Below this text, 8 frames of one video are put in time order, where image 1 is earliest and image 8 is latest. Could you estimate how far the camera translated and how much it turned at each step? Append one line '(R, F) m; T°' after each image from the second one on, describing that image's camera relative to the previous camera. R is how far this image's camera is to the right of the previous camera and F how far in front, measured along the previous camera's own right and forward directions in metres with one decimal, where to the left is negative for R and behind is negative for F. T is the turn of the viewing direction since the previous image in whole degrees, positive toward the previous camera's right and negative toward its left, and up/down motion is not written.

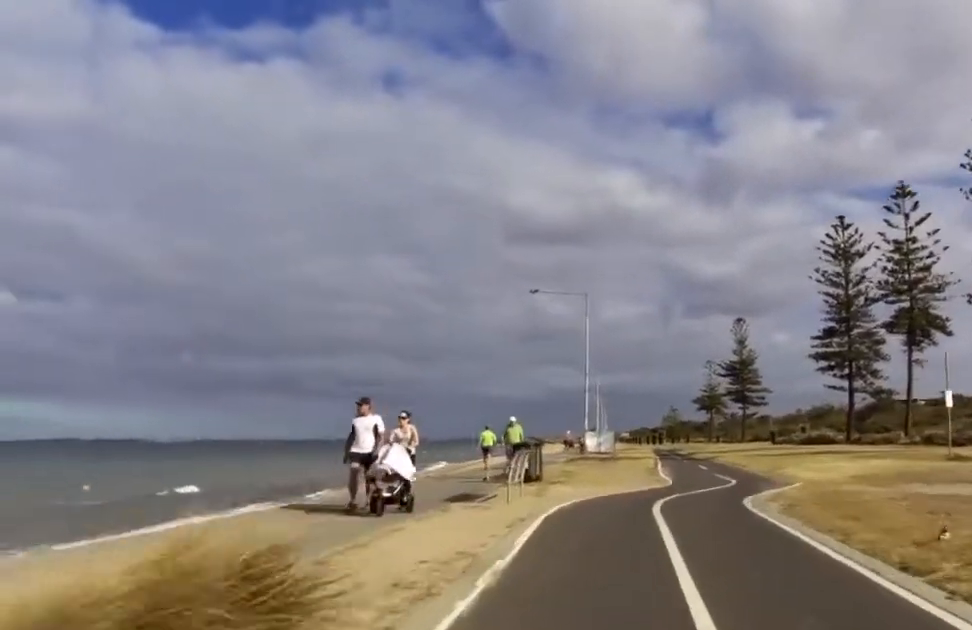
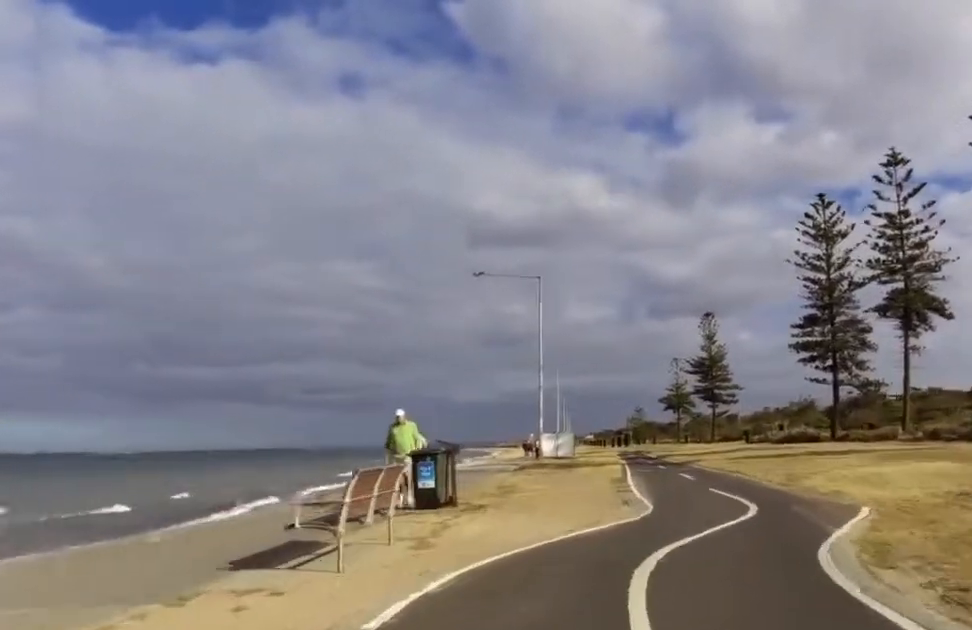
(-0.3, +6.8) m; +2°
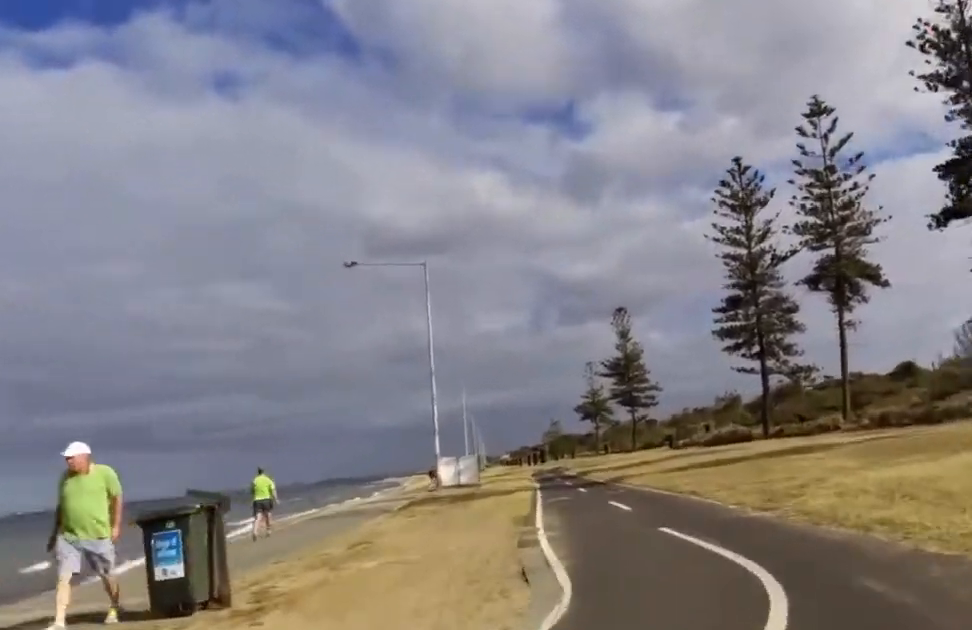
(+0.2, +5.3) m; +3°
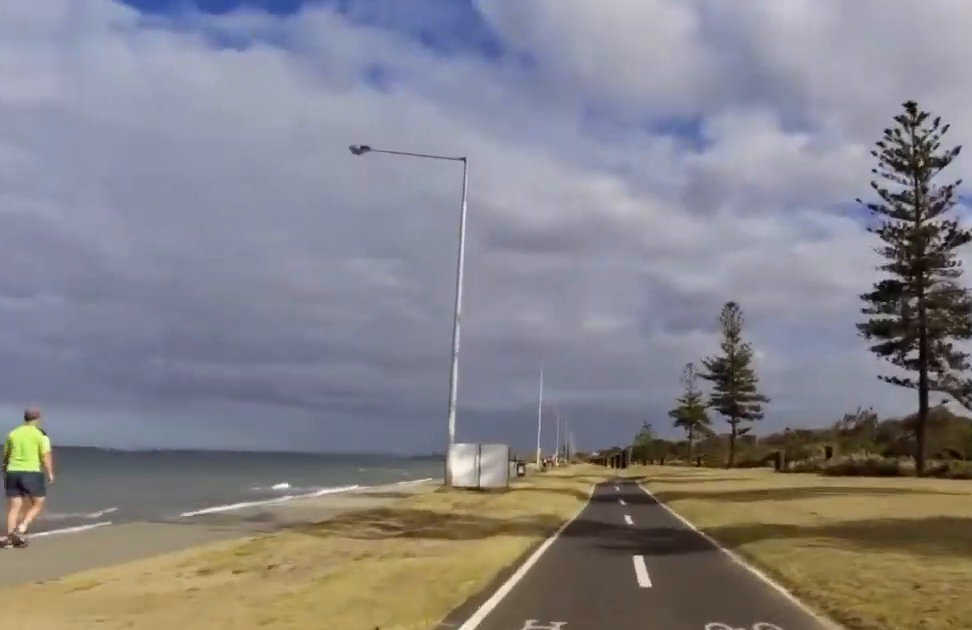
(-0.2, +13.0) m; 0°
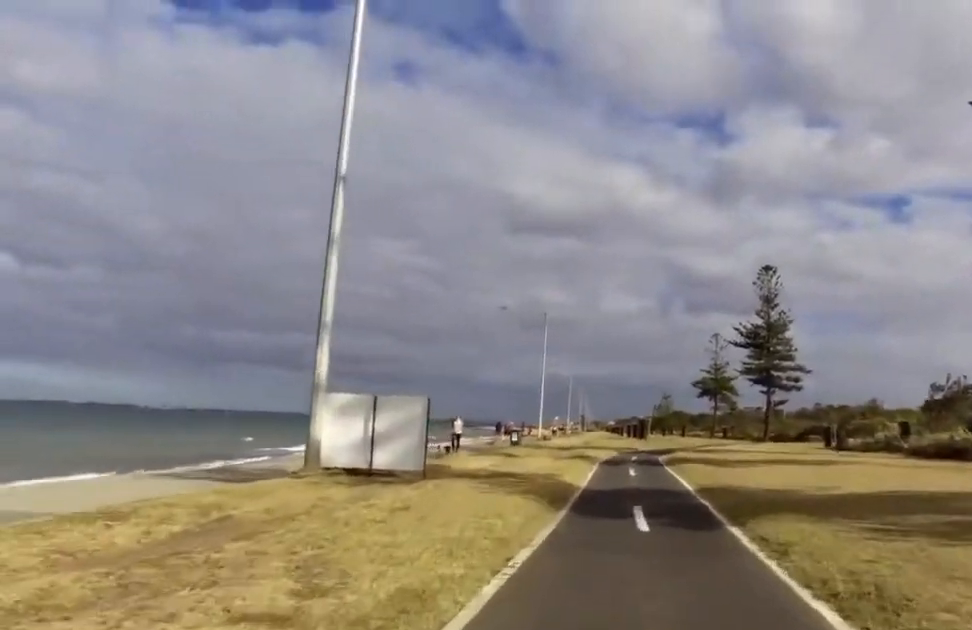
(+0.2, +11.2) m; 0°
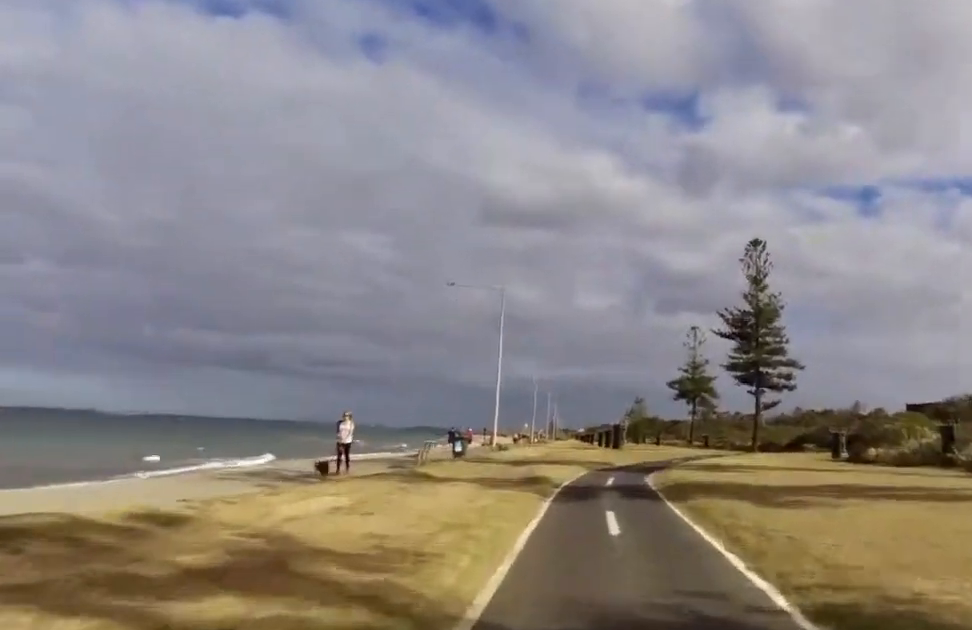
(+0.6, +8.6) m; 0°
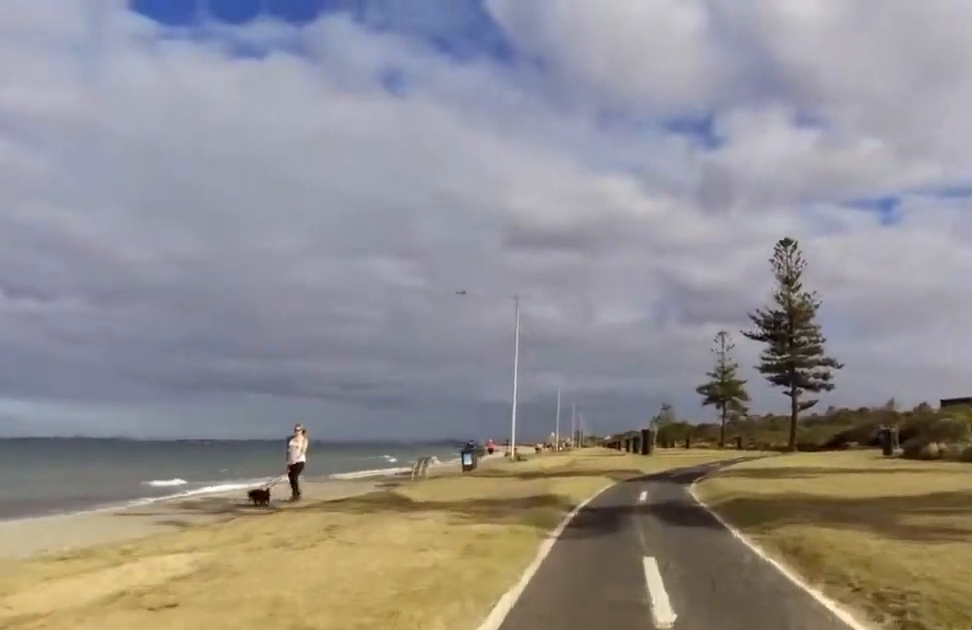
(-0.4, +4.1) m; -4°
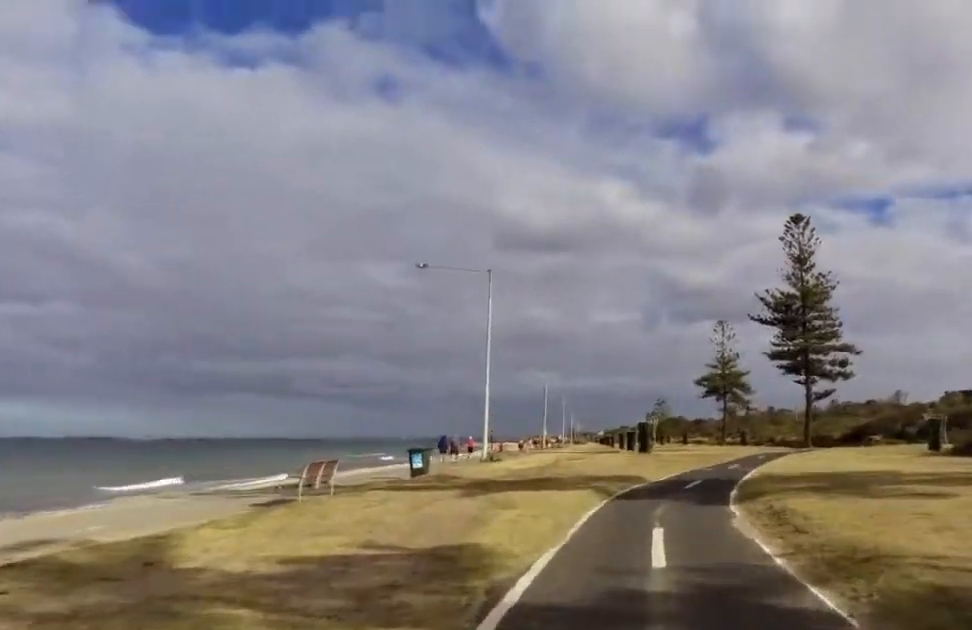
(-0.5, +7.2) m; -1°
